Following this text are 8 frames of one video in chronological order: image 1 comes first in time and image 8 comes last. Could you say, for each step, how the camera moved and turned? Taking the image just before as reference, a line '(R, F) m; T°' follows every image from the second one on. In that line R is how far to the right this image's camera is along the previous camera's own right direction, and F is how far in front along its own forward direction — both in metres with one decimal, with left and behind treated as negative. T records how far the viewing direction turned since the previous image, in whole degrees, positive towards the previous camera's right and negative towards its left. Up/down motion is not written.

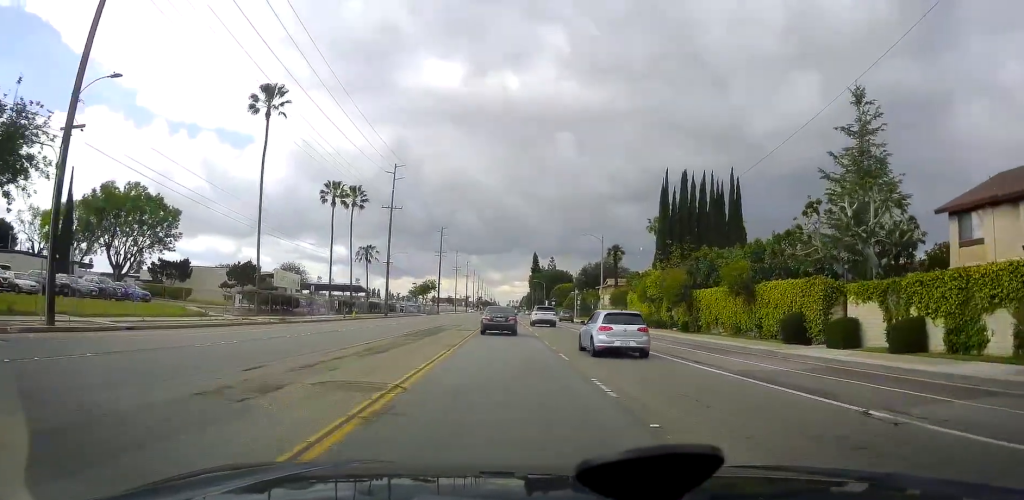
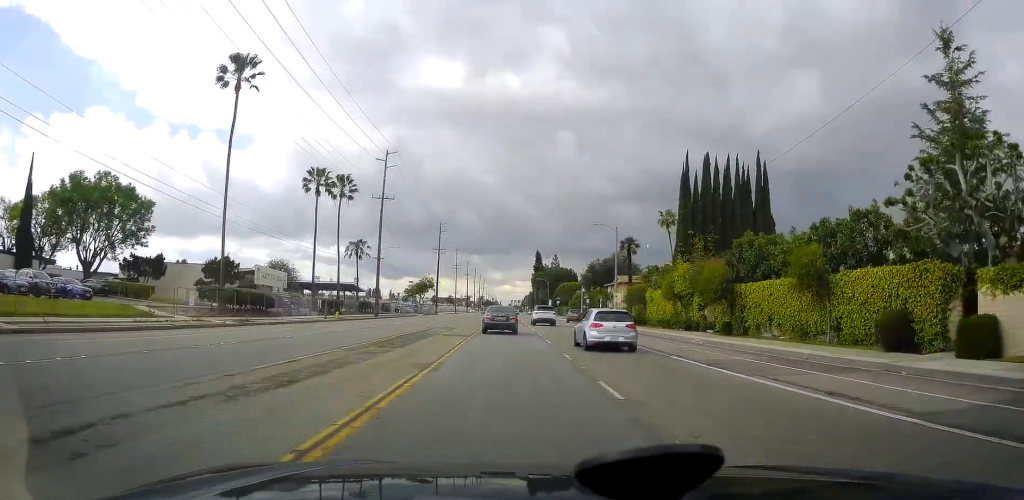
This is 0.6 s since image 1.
(+0.3, +7.4) m; 0°
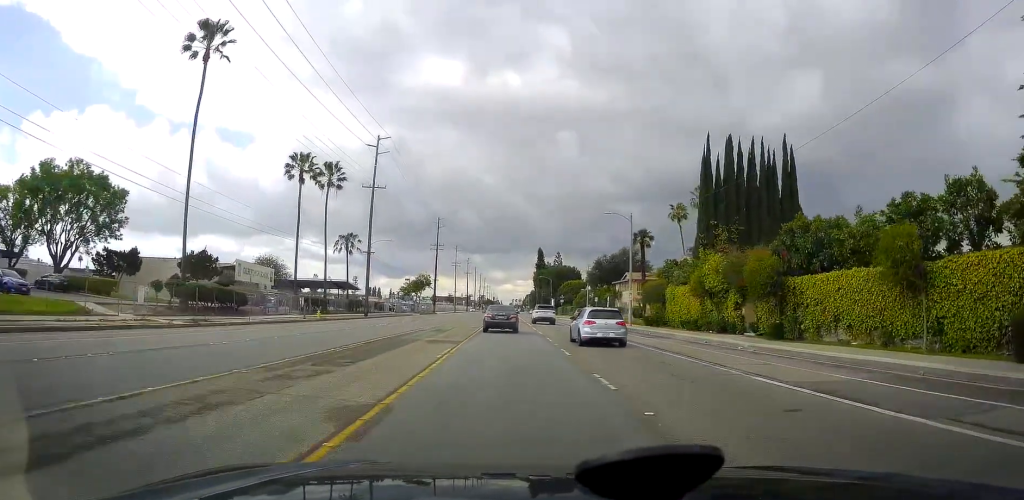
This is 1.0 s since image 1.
(-0.1, +6.3) m; +1°
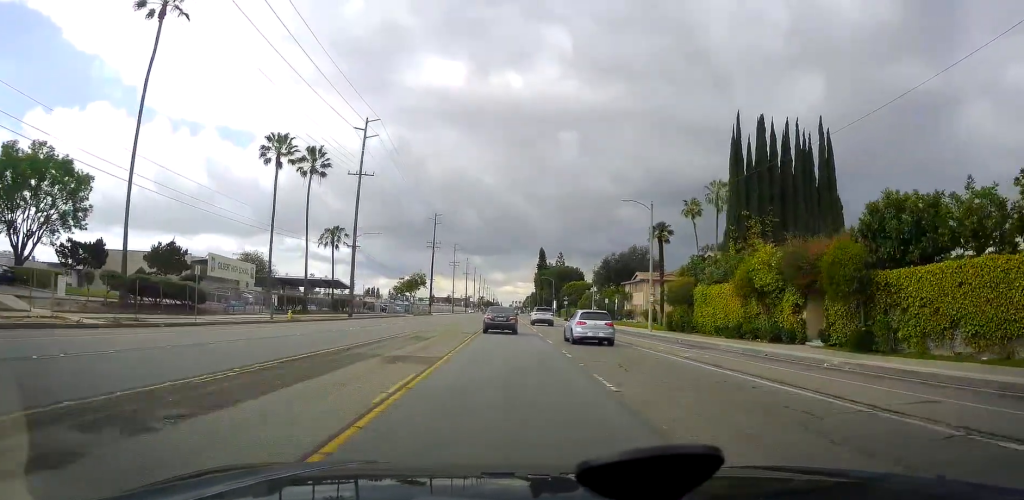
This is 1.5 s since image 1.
(-0.3, +6.9) m; +1°
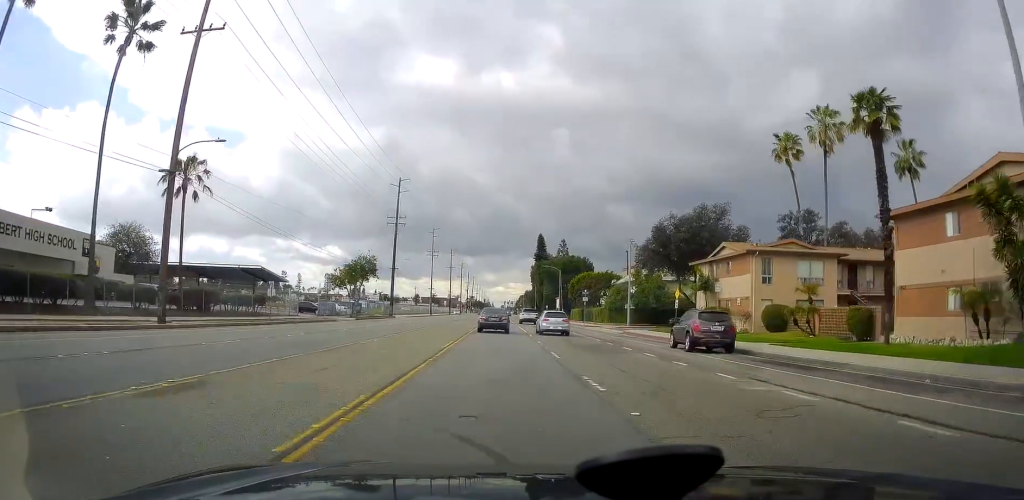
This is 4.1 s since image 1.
(+1.1, +37.2) m; 0°
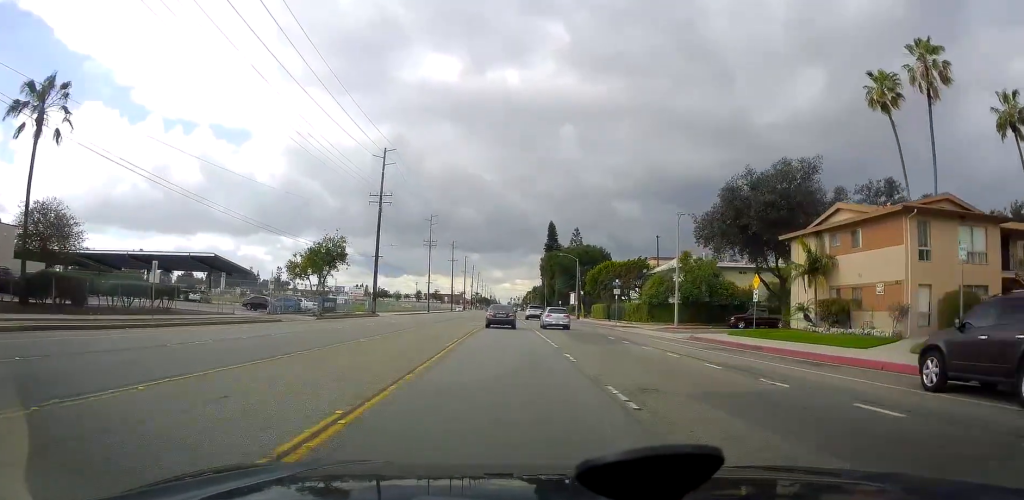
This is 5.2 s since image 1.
(0.0, +17.1) m; +1°
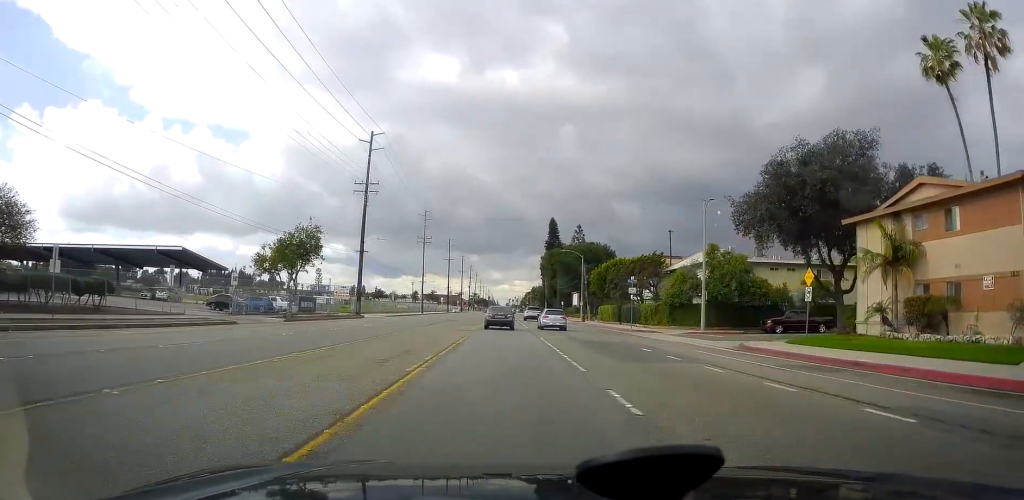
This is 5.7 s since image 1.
(-0.1, +7.5) m; +1°
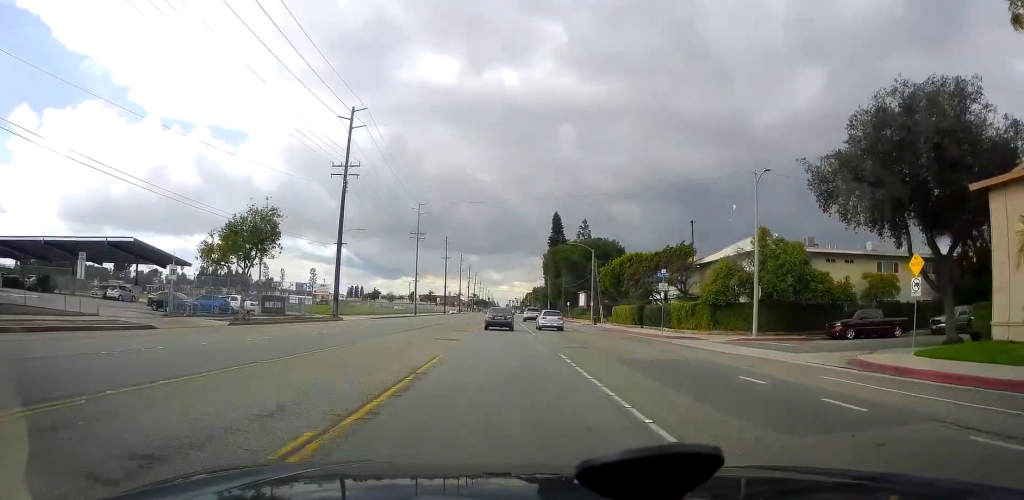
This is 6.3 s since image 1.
(+0.3, +9.8) m; -1°
